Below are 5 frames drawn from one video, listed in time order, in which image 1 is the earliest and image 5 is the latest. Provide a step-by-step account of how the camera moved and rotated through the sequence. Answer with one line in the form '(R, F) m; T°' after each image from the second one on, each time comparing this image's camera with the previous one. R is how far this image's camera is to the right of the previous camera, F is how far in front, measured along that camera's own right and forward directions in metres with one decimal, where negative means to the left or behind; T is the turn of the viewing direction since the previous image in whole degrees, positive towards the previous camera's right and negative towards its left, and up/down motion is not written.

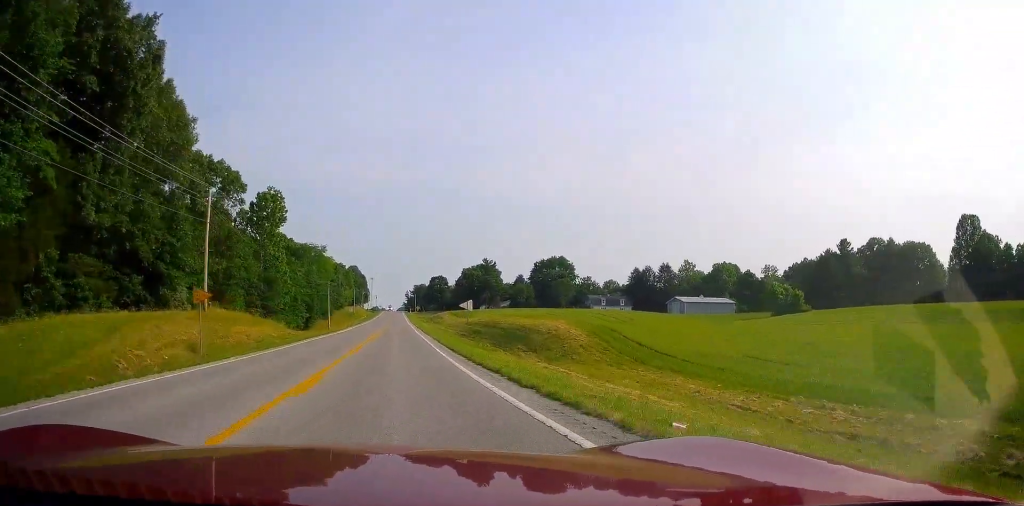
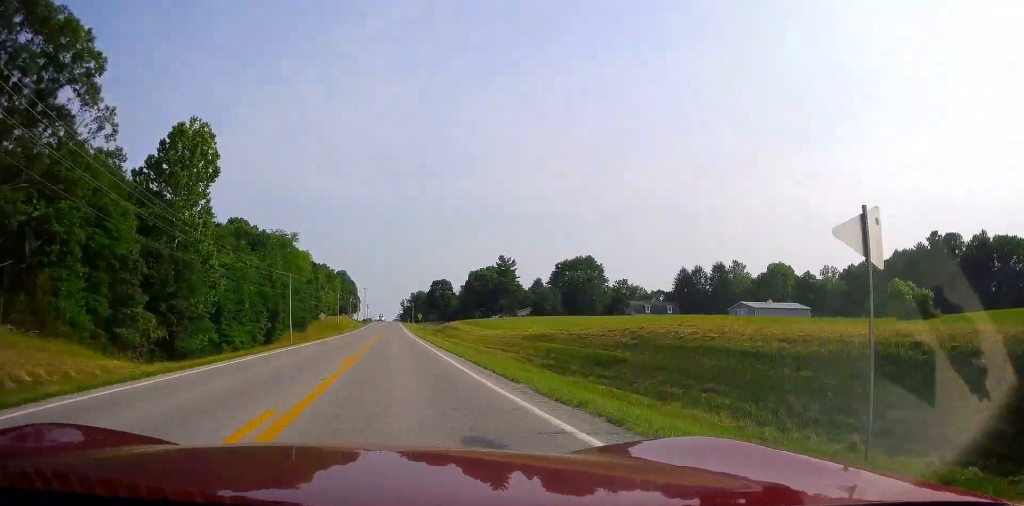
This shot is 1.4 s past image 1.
(+0.7, +40.8) m; +1°
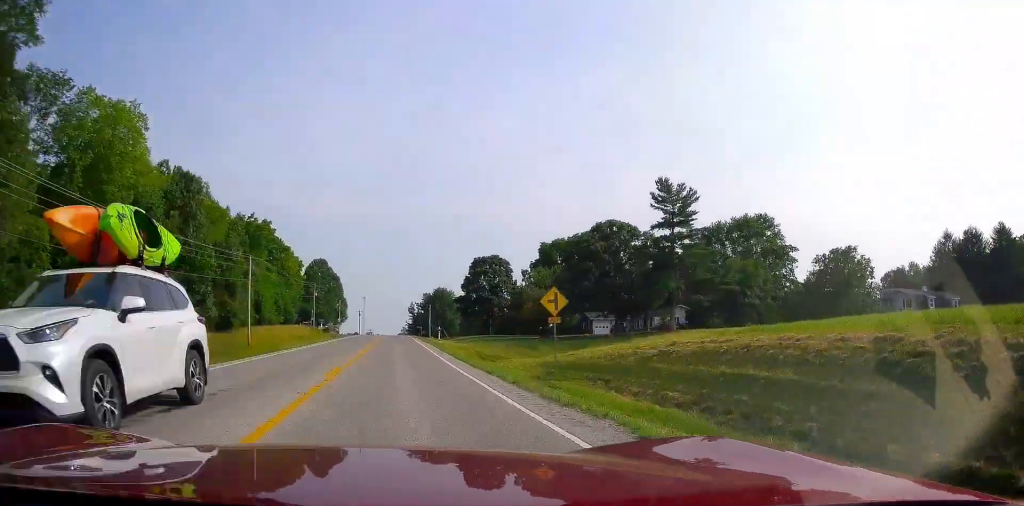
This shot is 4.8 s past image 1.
(+0.1, +99.3) m; 0°
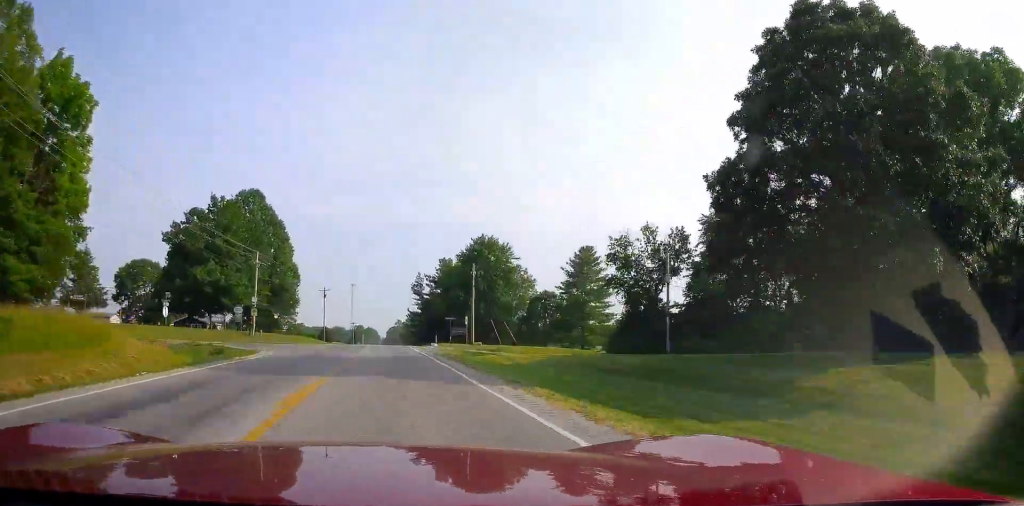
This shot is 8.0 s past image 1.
(+0.5, +91.5) m; 0°
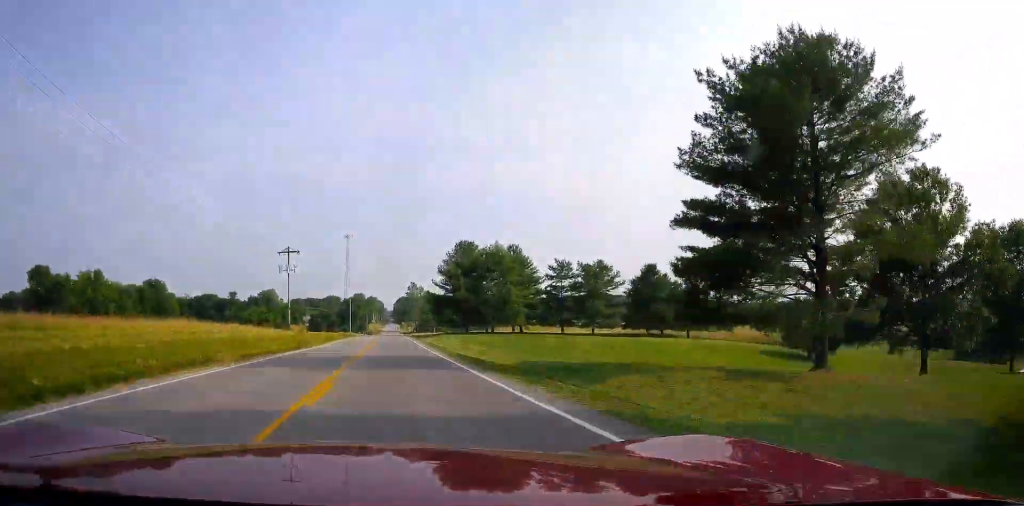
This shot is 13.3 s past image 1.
(-2.4, +146.2) m; -1°
